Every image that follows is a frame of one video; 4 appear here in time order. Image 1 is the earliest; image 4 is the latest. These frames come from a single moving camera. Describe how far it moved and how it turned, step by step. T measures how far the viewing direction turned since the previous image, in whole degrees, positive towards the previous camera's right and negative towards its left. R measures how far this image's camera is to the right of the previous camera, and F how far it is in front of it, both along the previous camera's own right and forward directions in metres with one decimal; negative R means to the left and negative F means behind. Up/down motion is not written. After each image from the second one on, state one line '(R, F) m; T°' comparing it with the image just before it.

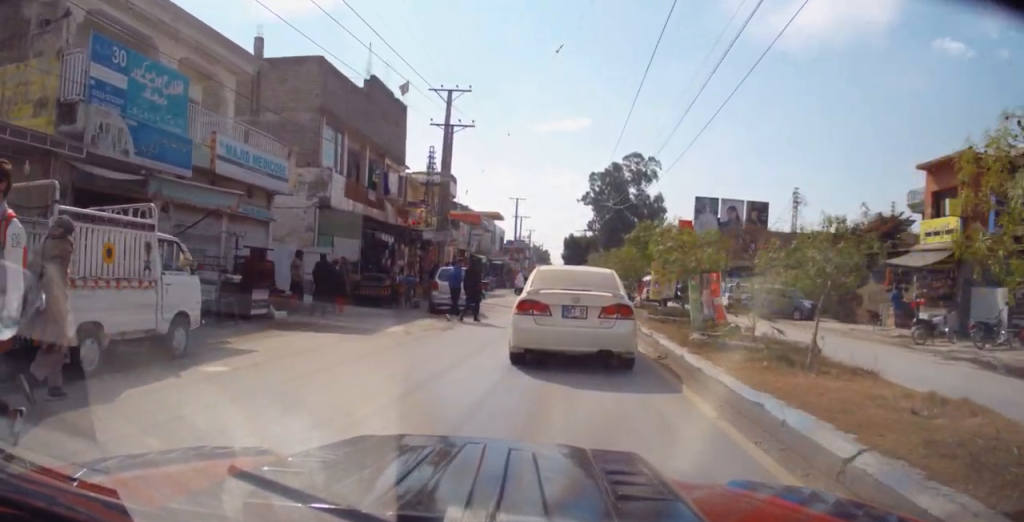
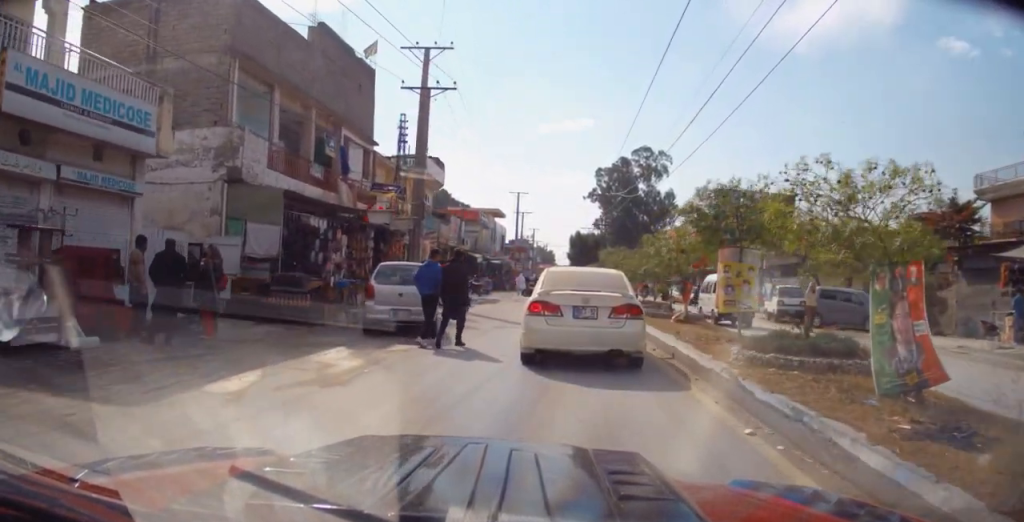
(-0.2, +7.2) m; -1°
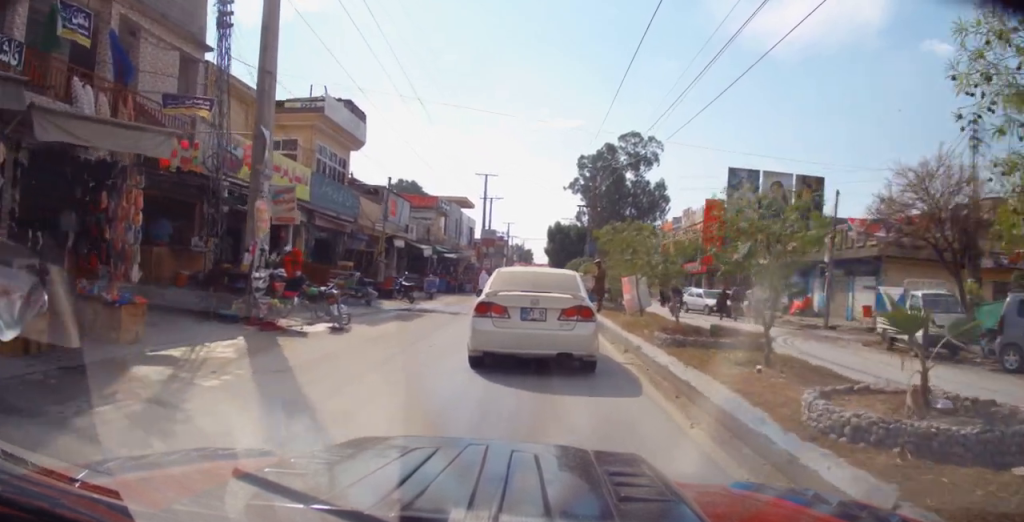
(+0.9, +13.6) m; +4°
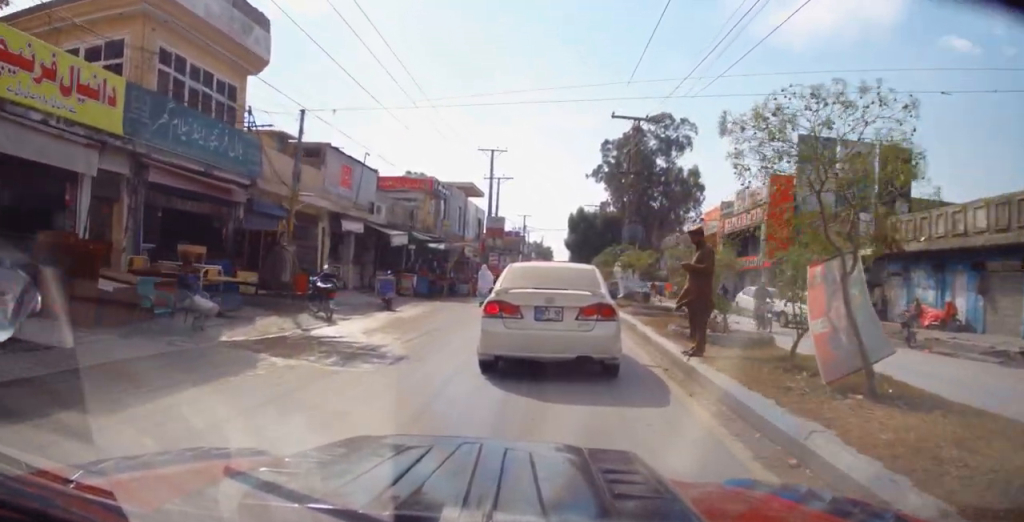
(-0.5, +12.7) m; -3°
